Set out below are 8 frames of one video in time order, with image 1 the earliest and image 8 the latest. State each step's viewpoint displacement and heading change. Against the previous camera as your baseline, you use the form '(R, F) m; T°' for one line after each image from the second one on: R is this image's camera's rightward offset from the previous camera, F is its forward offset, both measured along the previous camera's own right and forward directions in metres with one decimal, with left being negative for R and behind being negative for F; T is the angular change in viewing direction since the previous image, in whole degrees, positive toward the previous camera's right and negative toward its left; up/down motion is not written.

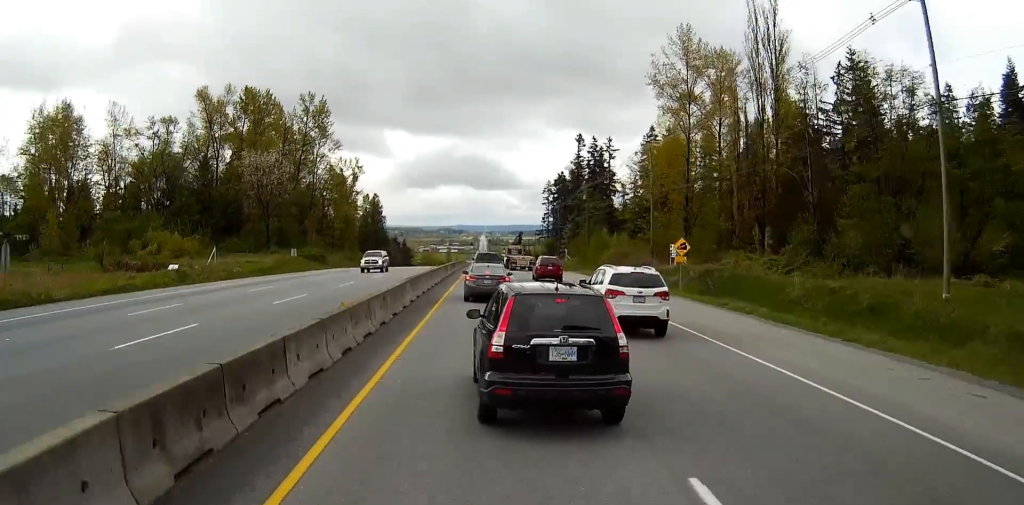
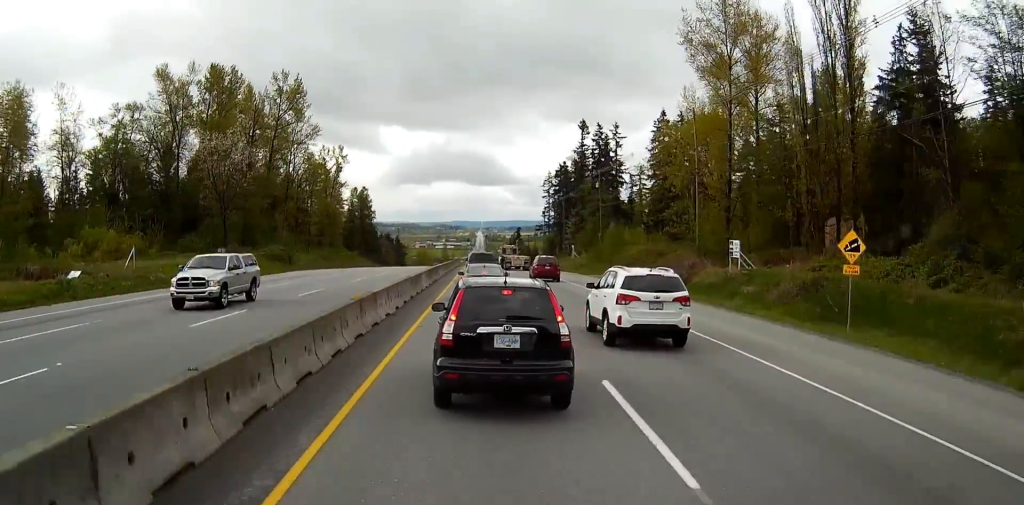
(0.0, +20.0) m; 0°
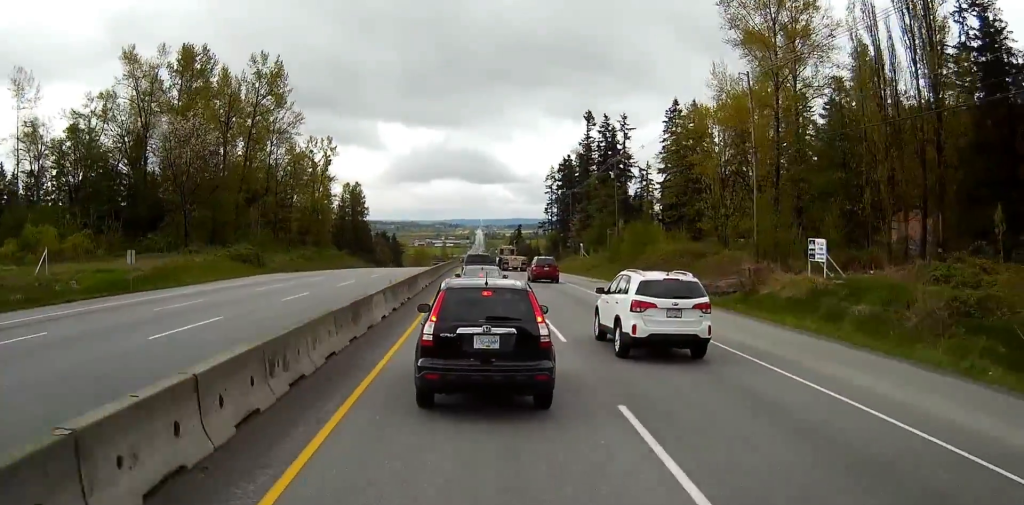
(0.0, +15.4) m; 0°
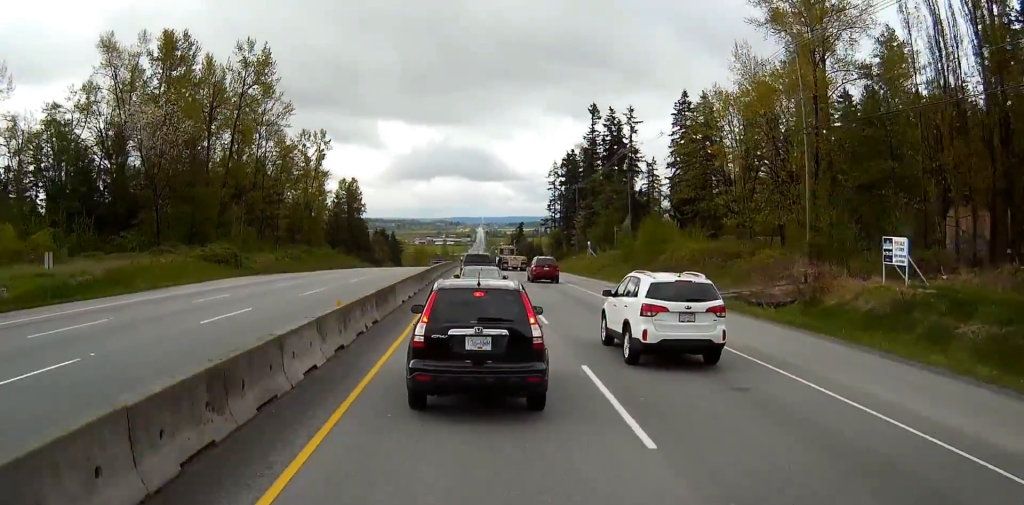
(0.0, +9.0) m; 0°
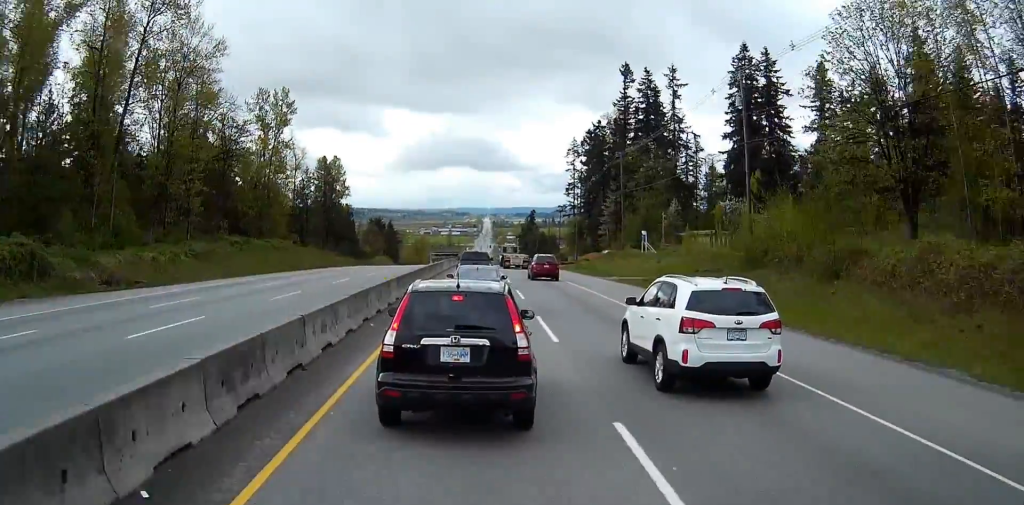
(+0.2, +42.4) m; +1°
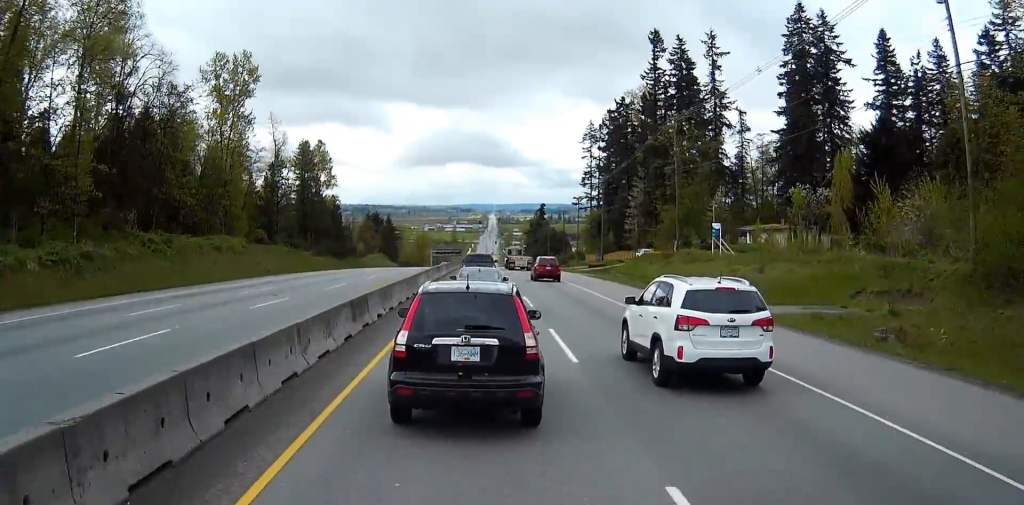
(+0.1, +28.8) m; 0°
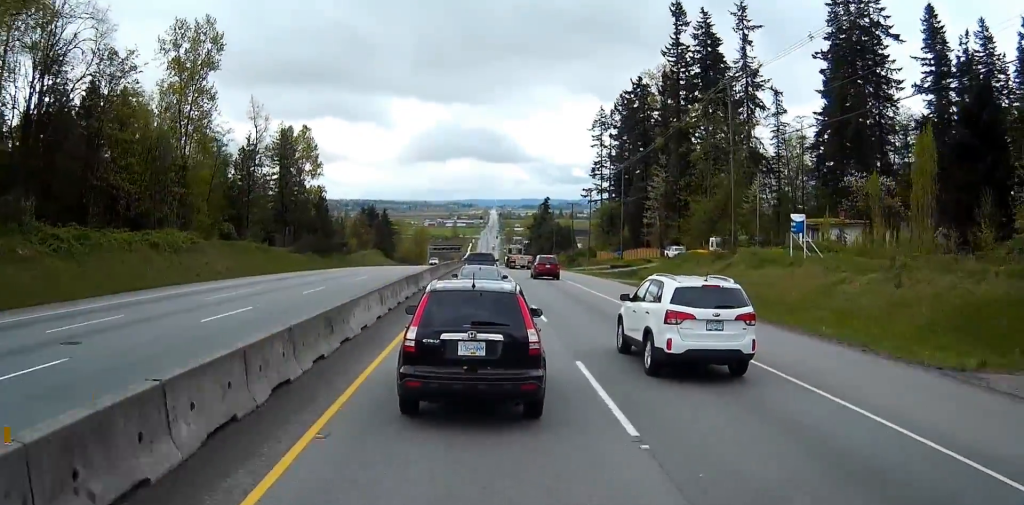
(0.0, +17.6) m; 0°
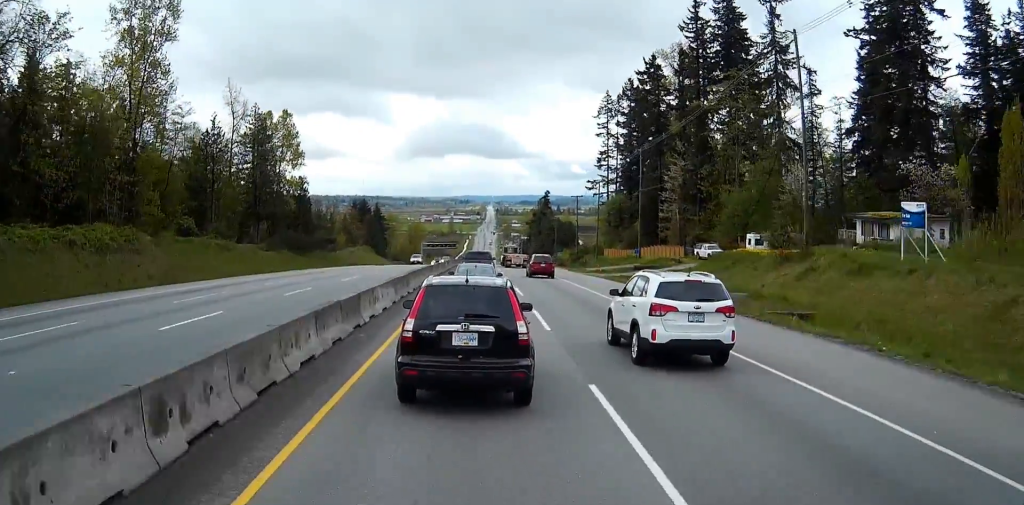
(0.0, +16.0) m; 0°
